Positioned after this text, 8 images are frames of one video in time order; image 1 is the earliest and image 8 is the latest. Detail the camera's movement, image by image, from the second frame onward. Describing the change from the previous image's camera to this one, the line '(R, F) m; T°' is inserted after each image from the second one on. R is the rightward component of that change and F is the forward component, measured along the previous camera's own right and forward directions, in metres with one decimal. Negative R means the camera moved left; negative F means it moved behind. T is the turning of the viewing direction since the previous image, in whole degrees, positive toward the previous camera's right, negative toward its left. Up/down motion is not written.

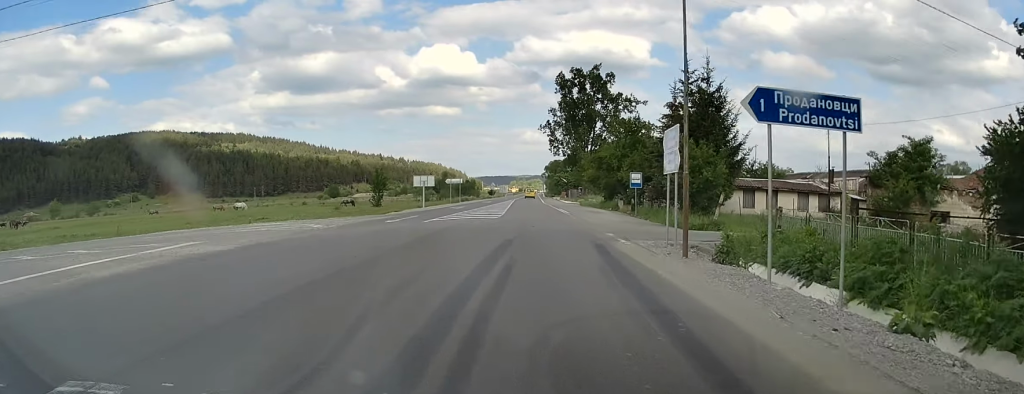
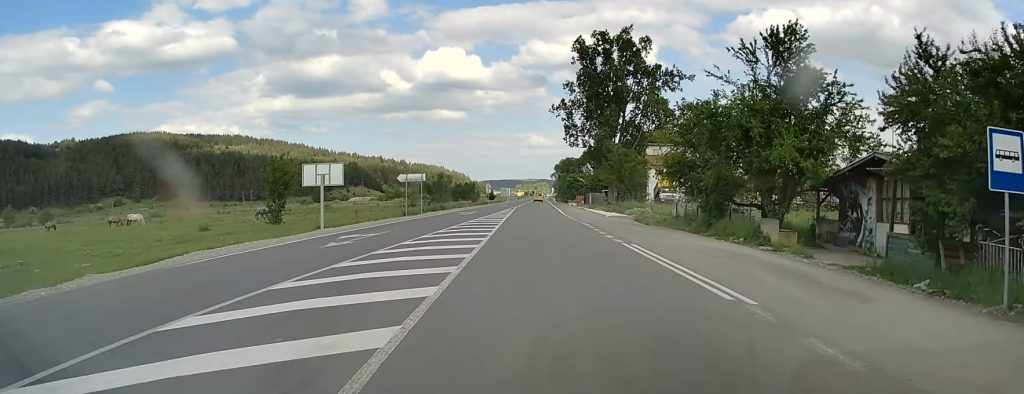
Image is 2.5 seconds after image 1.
(-0.2, +34.2) m; -1°
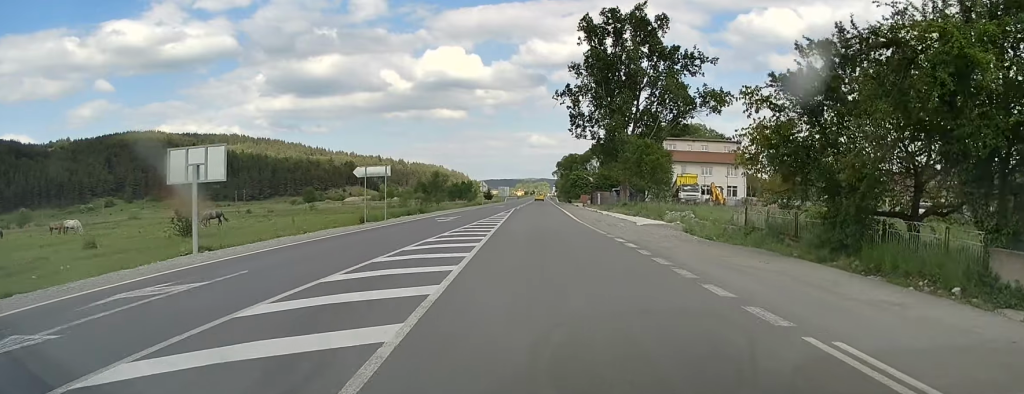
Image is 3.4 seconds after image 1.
(-0.3, +12.4) m; -1°
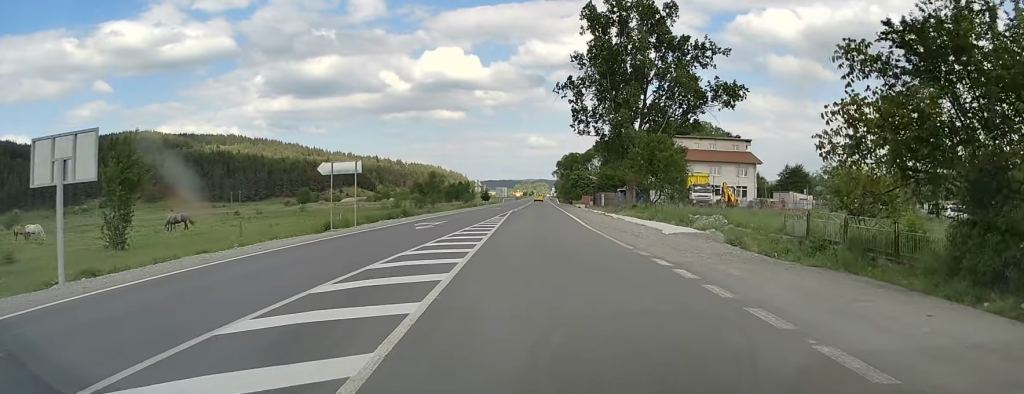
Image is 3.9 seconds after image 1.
(0.0, +6.1) m; +1°
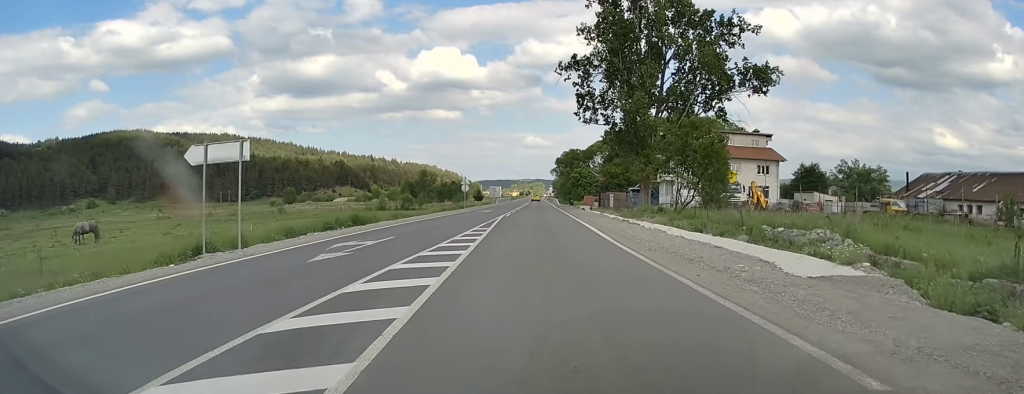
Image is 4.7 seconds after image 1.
(+0.1, +11.9) m; +1°
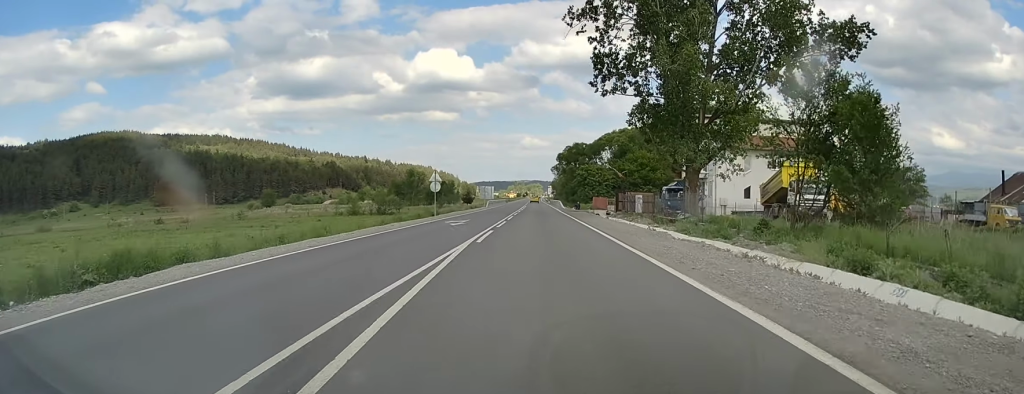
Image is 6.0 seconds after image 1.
(+0.3, +19.7) m; +1°
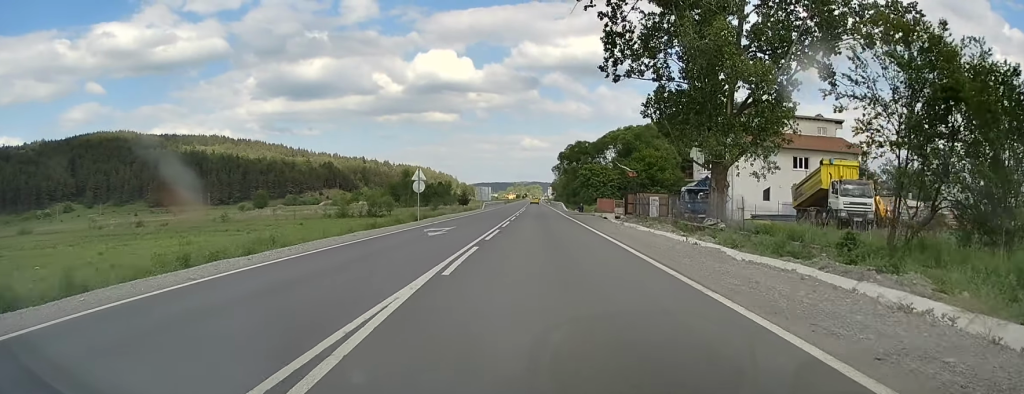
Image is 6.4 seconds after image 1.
(0.0, +6.9) m; 0°
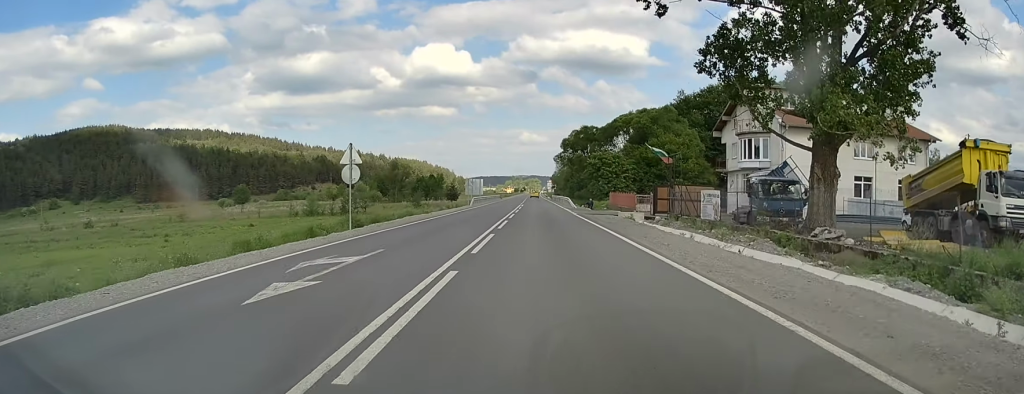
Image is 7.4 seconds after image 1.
(-0.1, +15.2) m; 0°
